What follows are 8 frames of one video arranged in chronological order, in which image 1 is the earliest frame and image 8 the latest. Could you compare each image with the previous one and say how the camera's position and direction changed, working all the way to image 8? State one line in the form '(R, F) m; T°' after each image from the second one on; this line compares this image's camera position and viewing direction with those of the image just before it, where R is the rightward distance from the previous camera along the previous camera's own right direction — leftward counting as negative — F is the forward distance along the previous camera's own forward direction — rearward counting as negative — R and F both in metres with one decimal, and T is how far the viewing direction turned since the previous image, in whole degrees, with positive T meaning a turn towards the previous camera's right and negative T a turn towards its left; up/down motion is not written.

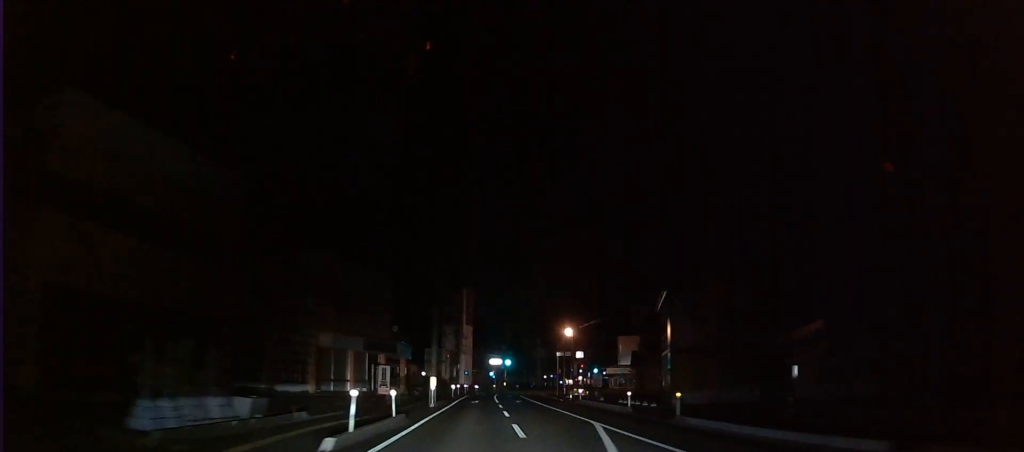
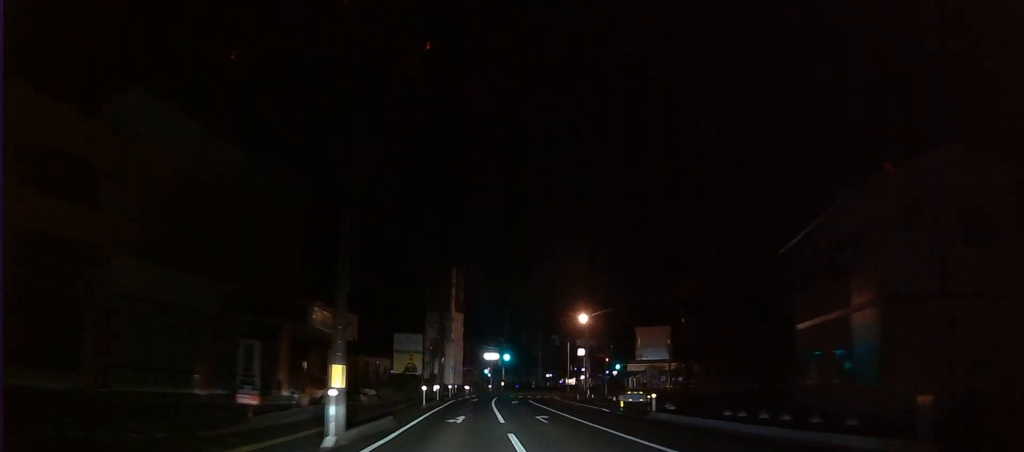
(0.0, +23.7) m; 0°
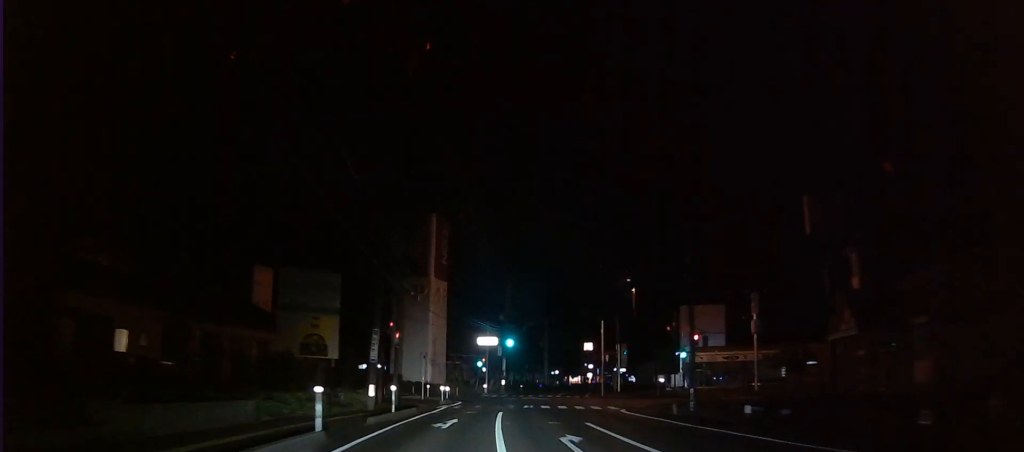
(+0.9, +33.2) m; +3°
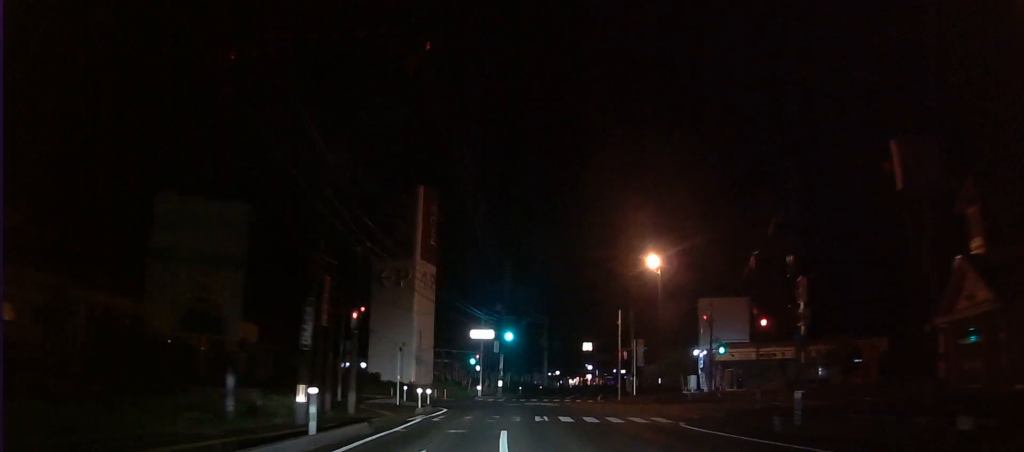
(0.0, +11.1) m; 0°
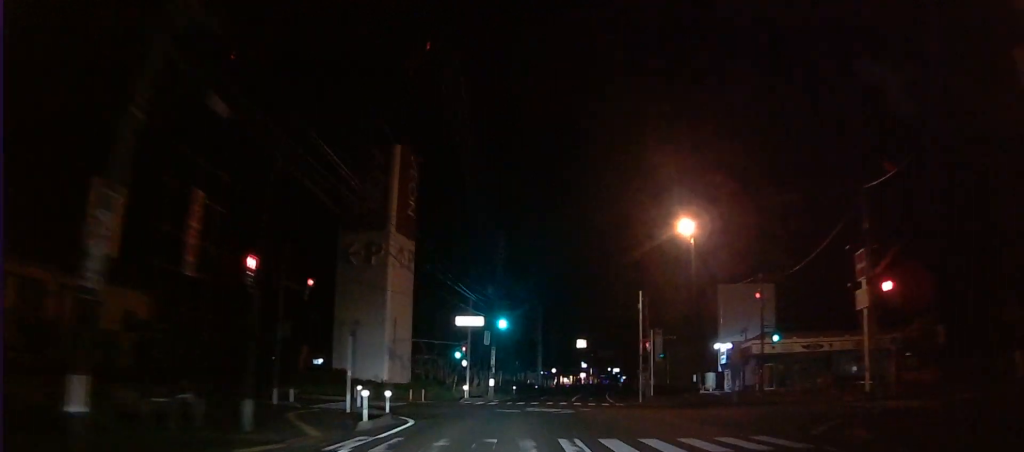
(0.0, +11.1) m; 0°
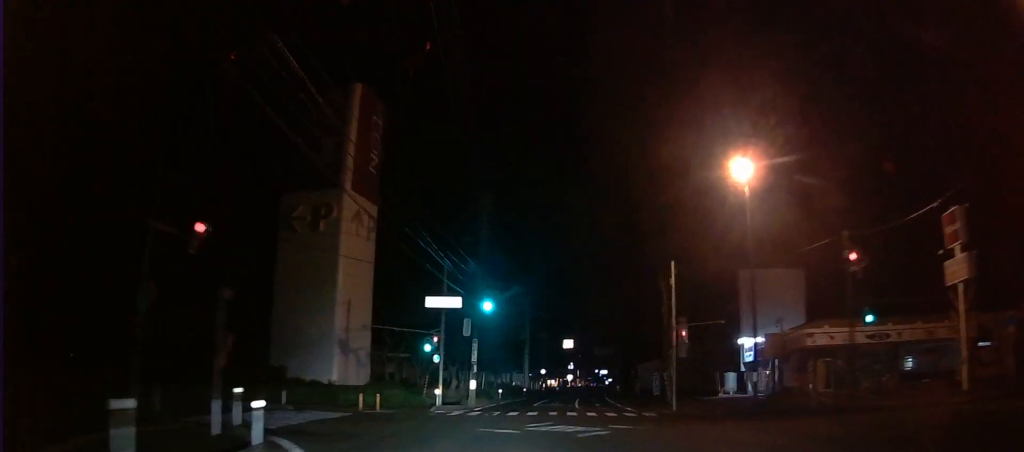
(0.0, +11.8) m; 0°
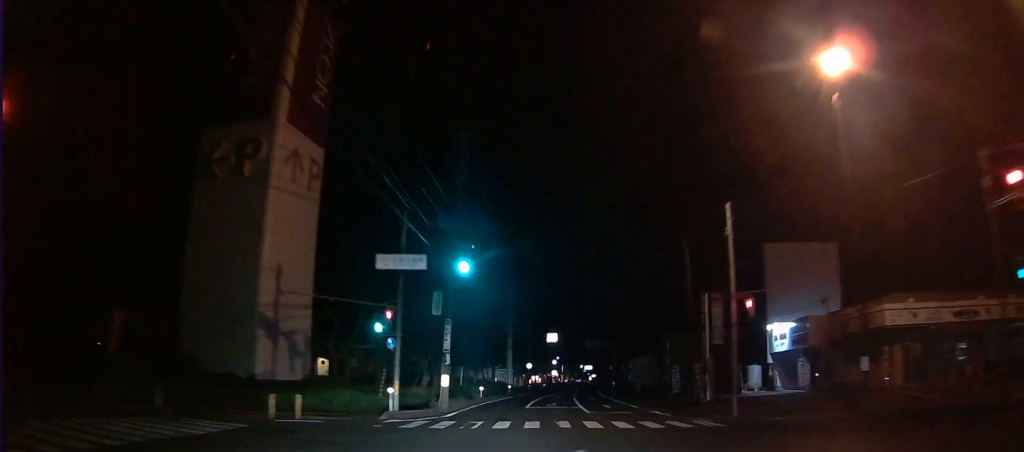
(0.0, +10.7) m; 0°
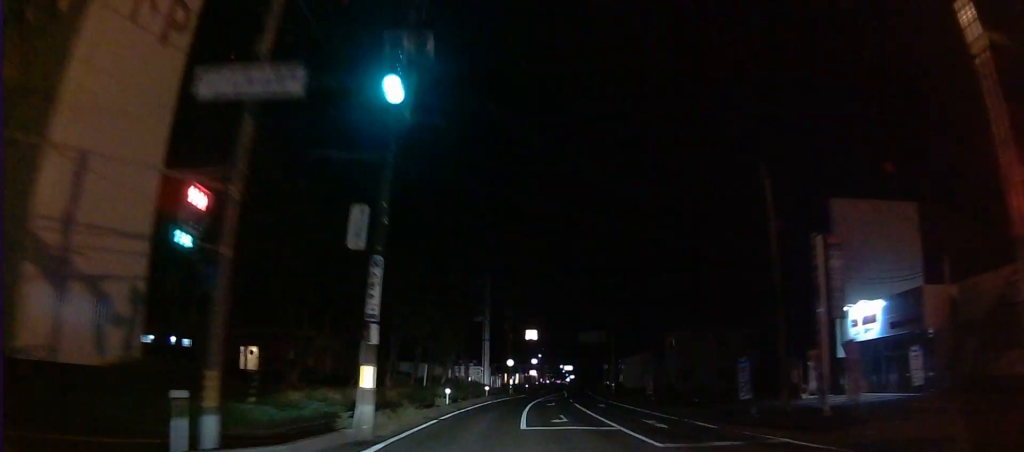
(0.0, +15.1) m; 0°
